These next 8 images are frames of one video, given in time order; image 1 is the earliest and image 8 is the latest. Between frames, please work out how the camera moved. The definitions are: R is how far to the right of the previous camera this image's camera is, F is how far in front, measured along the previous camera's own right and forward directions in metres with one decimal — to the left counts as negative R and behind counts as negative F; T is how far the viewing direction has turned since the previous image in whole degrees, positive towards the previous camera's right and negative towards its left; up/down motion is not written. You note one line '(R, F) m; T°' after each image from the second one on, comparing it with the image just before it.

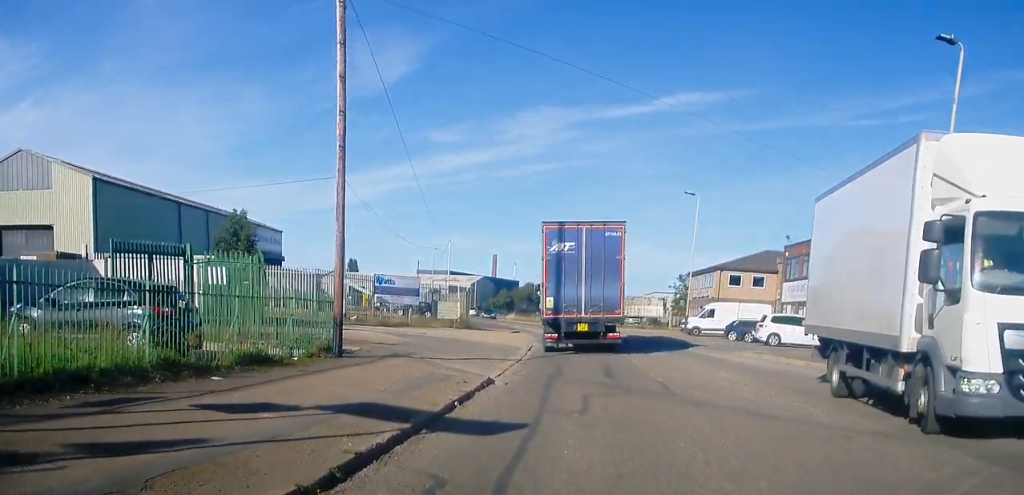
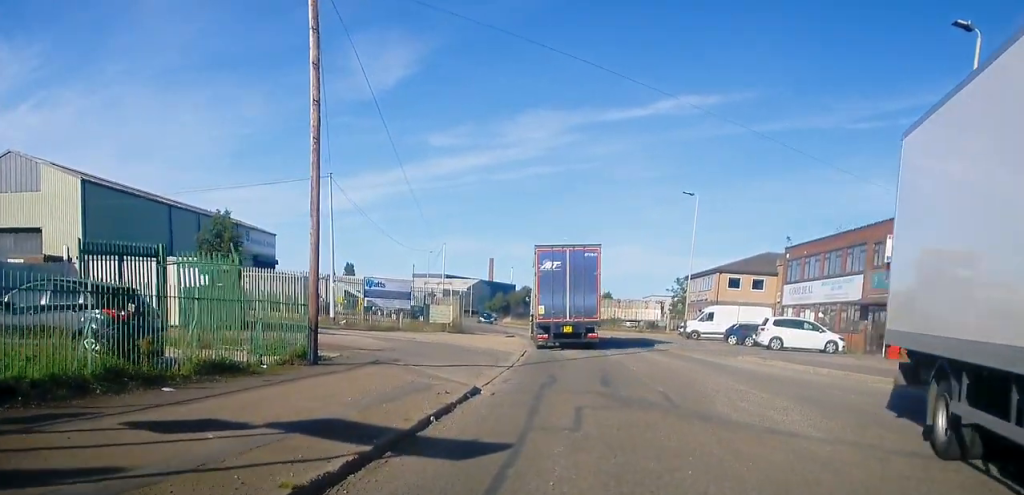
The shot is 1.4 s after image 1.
(+0.2, +1.1) m; +1°
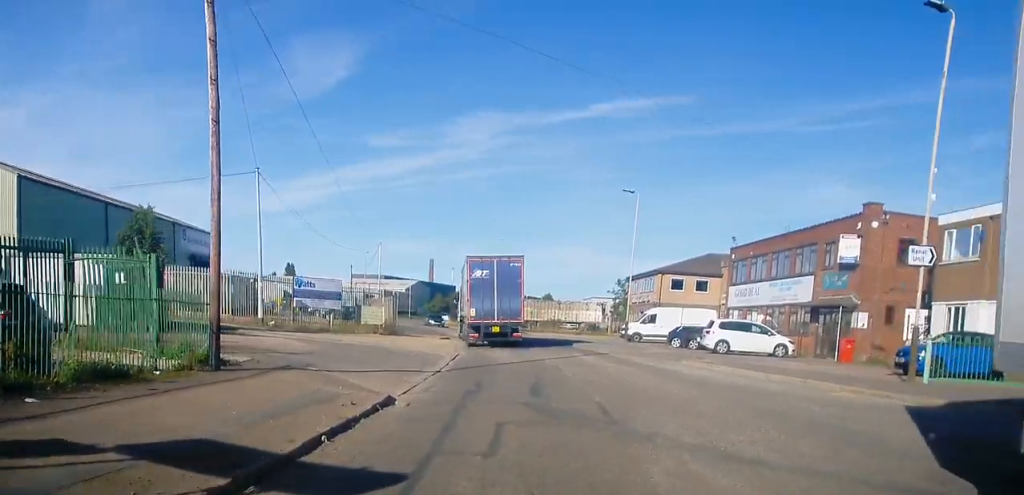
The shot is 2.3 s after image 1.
(+0.1, +1.5) m; +9°
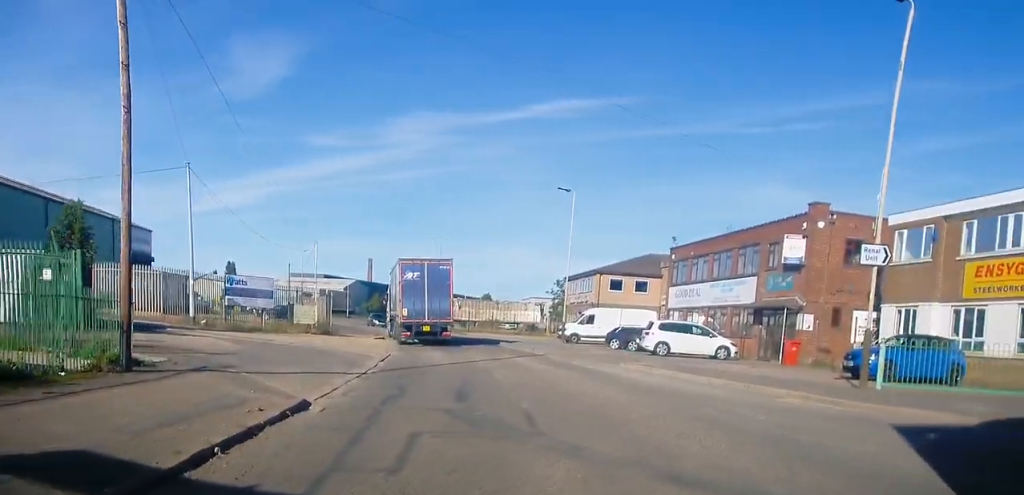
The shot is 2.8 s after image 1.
(0.0, +0.8) m; +7°
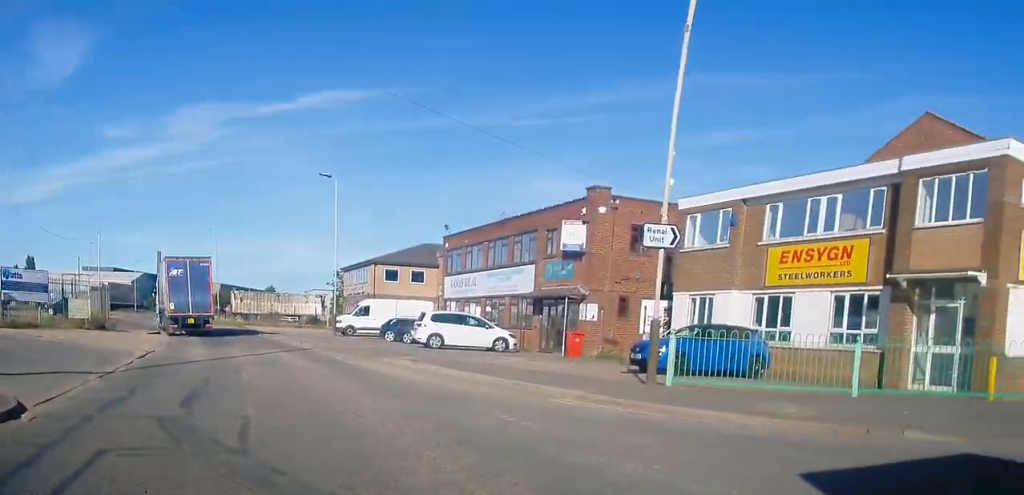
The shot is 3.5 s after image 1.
(+0.1, +1.8) m; +24°
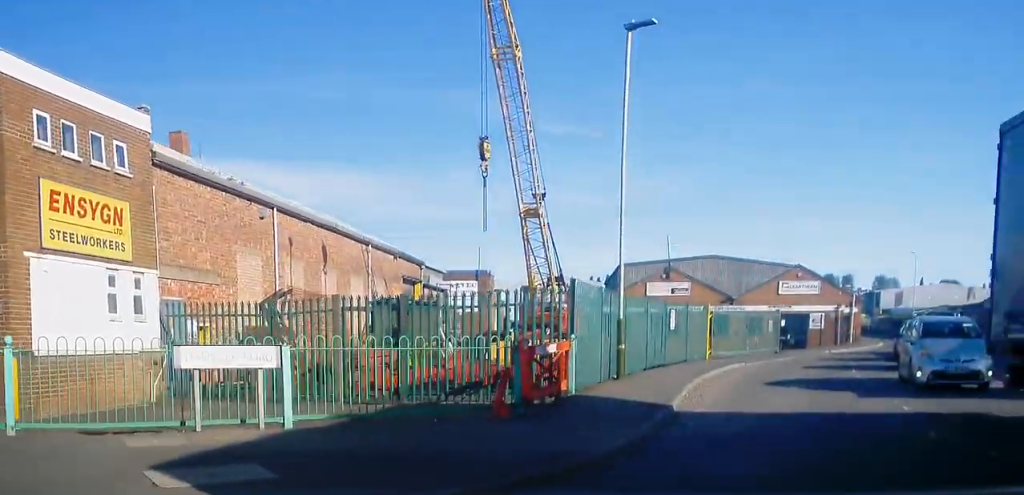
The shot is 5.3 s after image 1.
(+2.9, +4.9) m; +47°
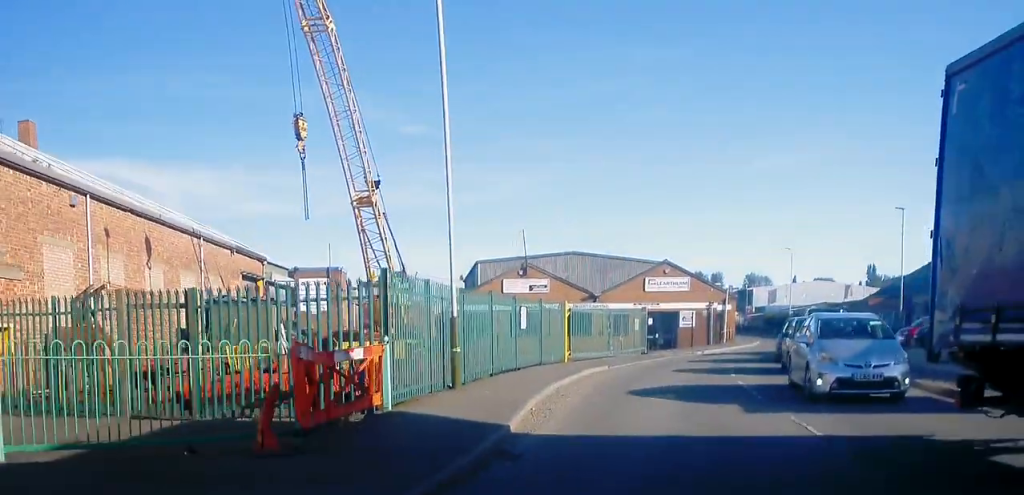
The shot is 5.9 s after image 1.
(+0.2, +2.4) m; +7°
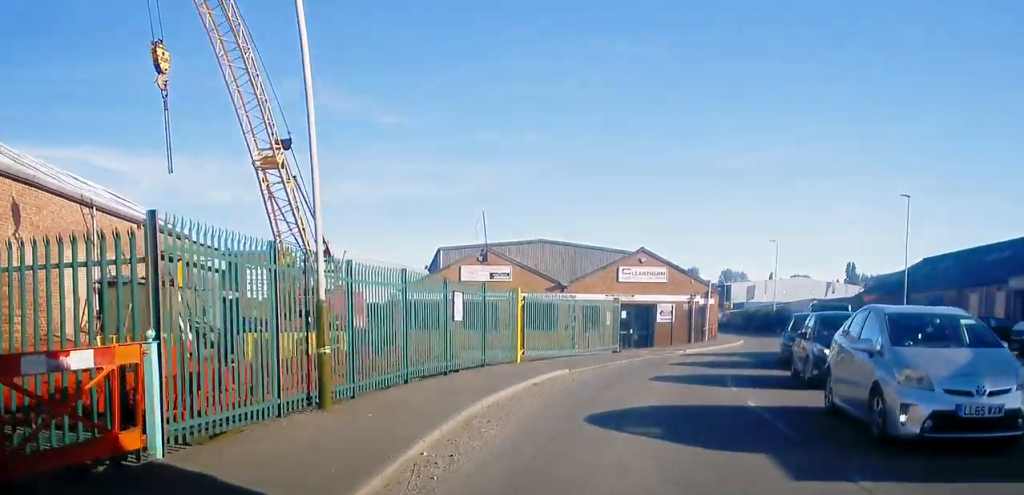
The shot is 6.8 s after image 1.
(+0.4, +5.0) m; +1°
